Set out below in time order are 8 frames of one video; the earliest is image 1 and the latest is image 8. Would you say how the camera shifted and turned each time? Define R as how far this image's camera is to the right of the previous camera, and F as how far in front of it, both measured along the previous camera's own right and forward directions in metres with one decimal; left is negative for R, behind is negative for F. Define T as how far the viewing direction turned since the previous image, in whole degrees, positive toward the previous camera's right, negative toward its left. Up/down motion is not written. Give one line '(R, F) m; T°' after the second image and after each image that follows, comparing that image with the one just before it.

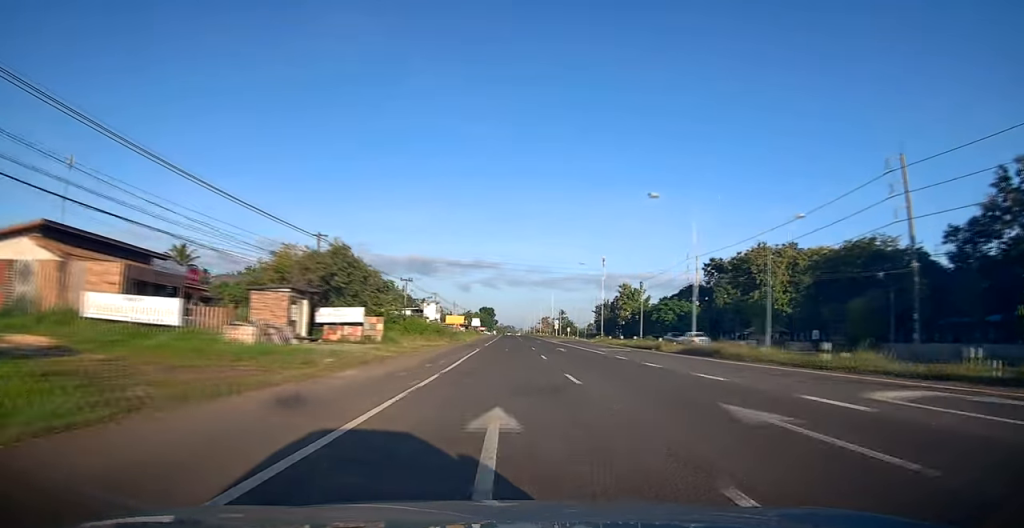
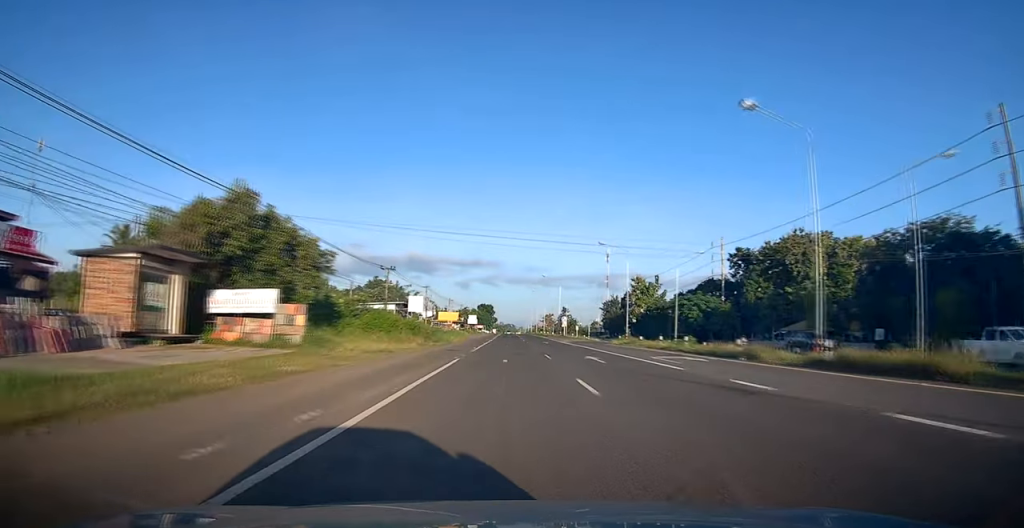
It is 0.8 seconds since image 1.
(+0.3, +14.4) m; +1°
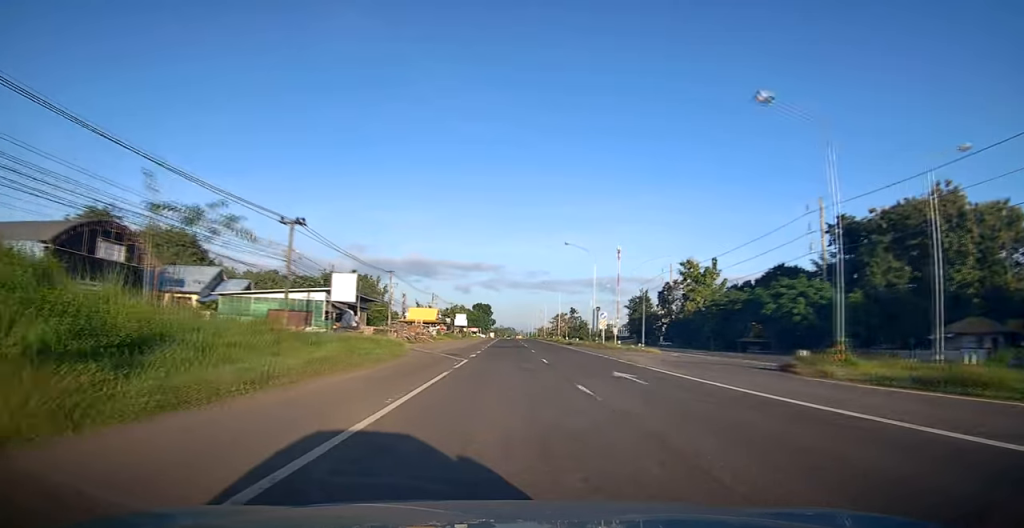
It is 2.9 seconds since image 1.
(-0.9, +36.1) m; -1°
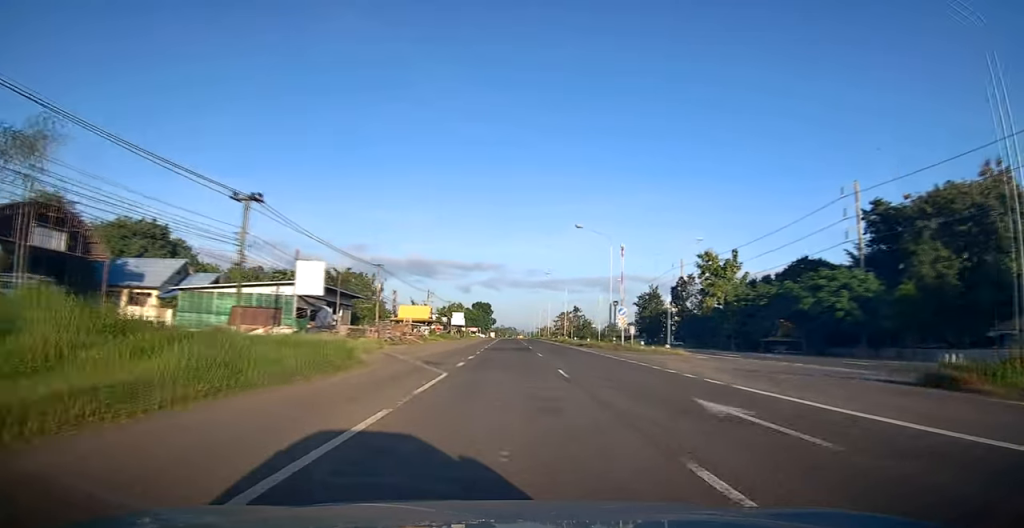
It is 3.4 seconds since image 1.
(+0.2, +8.3) m; 0°
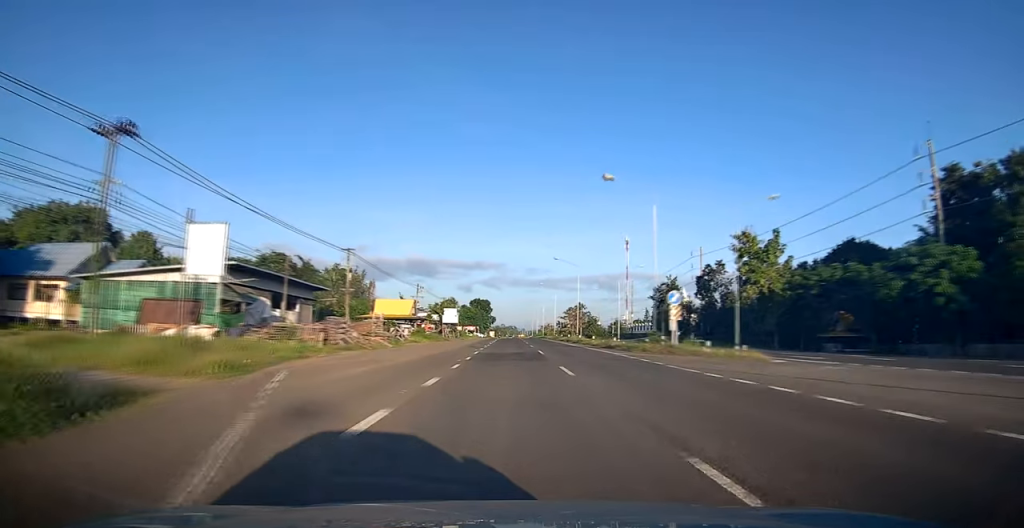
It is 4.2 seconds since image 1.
(0.0, +13.9) m; 0°
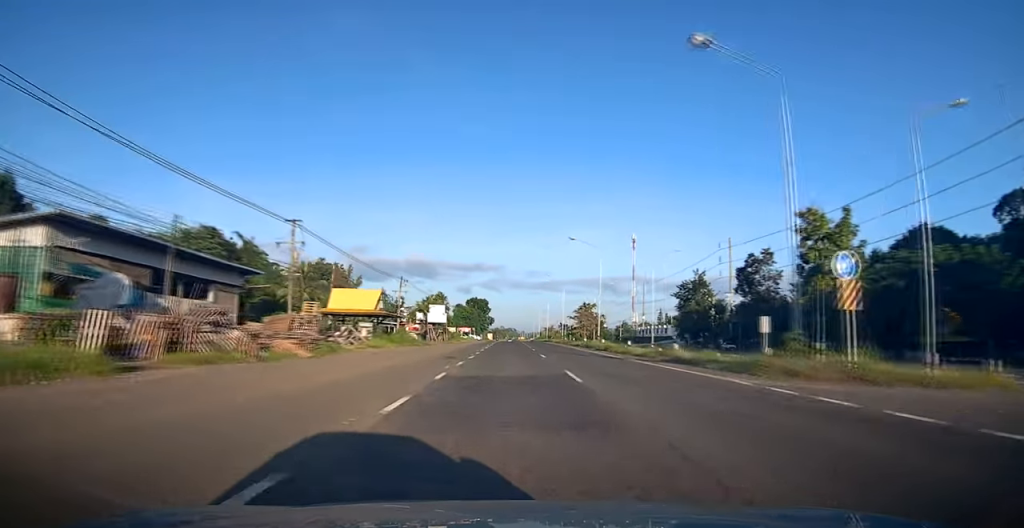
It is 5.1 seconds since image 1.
(-0.1, +16.0) m; 0°
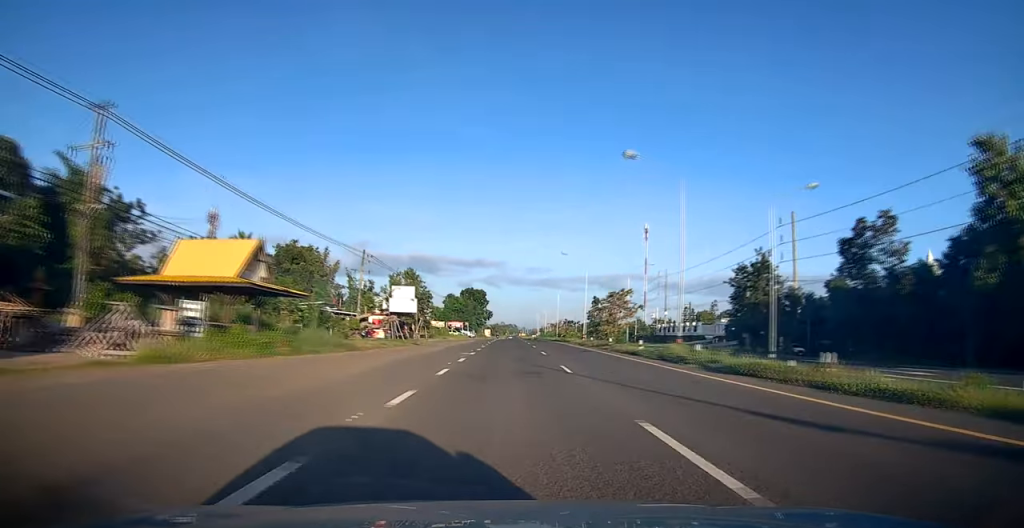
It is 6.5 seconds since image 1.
(-0.1, +23.6) m; 0°
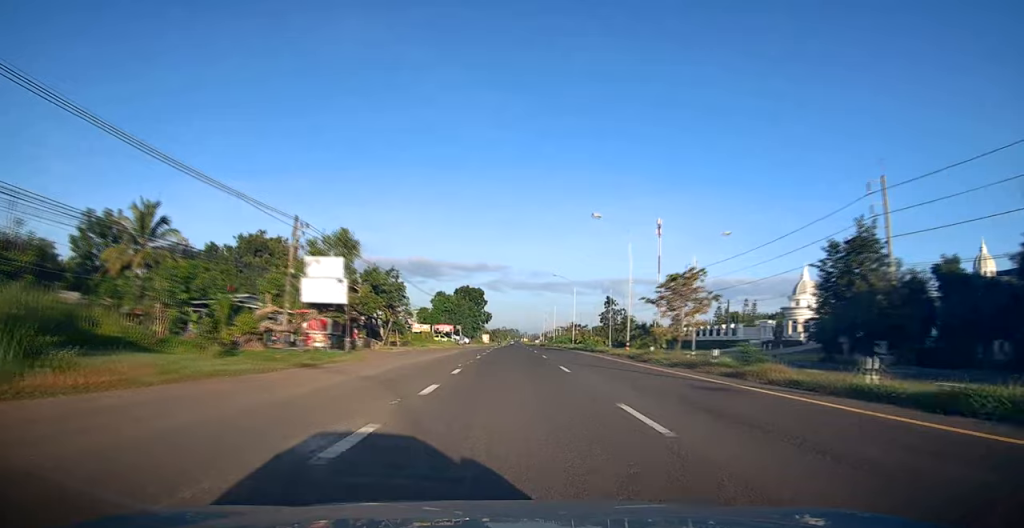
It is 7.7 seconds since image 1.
(+0.3, +21.5) m; 0°
